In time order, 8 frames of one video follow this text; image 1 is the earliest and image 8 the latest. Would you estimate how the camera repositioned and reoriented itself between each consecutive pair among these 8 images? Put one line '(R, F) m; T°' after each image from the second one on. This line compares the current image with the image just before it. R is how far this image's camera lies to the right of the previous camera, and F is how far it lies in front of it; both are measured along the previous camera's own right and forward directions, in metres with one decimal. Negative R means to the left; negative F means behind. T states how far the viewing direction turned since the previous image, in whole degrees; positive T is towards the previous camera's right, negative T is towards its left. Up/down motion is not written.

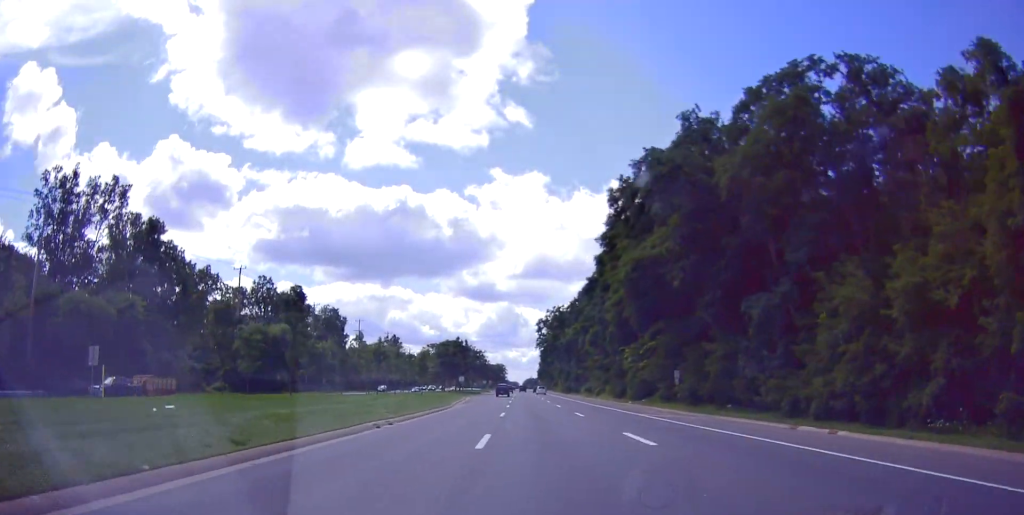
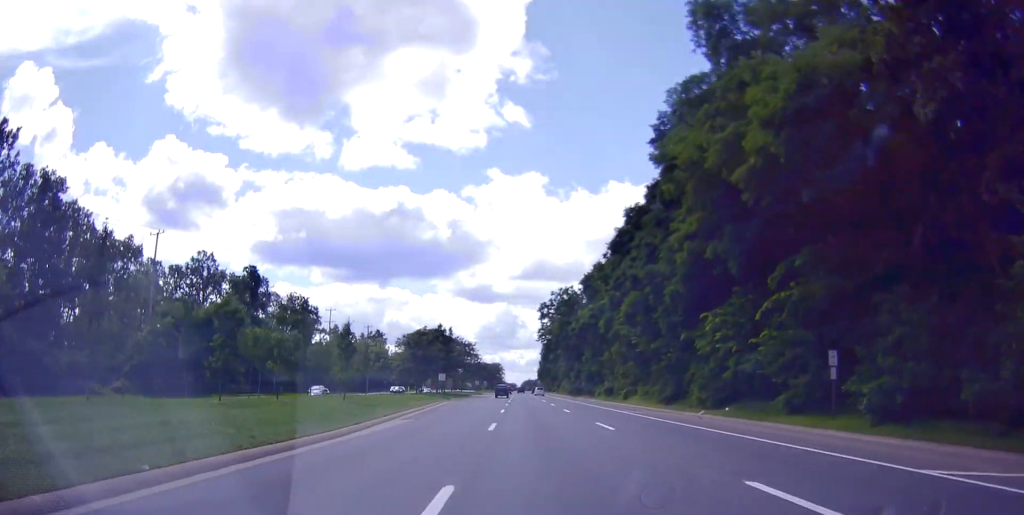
(+0.3, +24.8) m; +2°
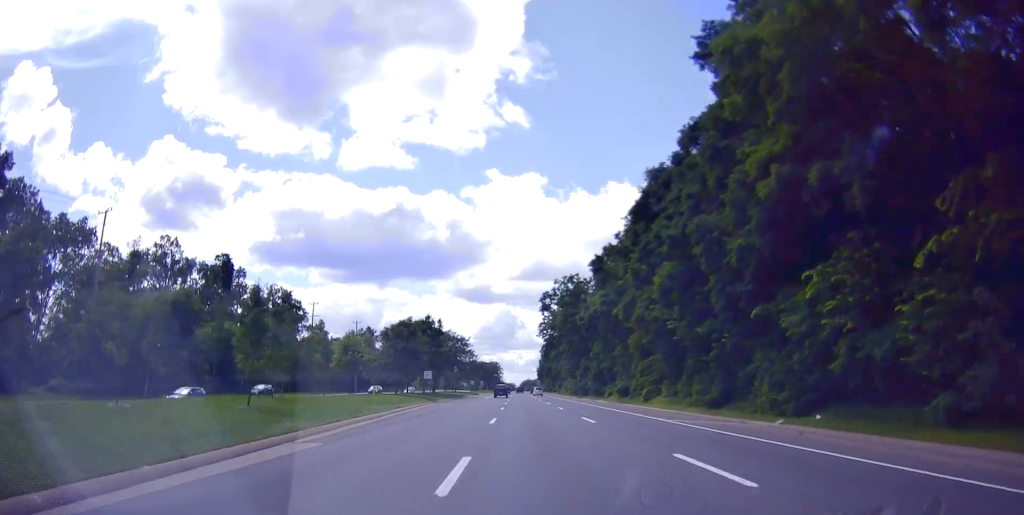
(+0.1, +11.6) m; 0°
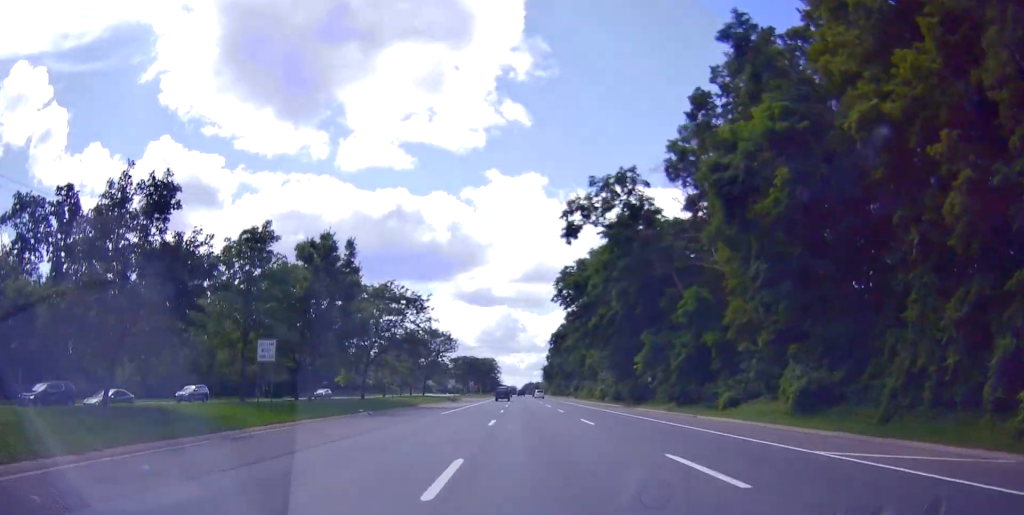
(-0.7, +46.3) m; -2°
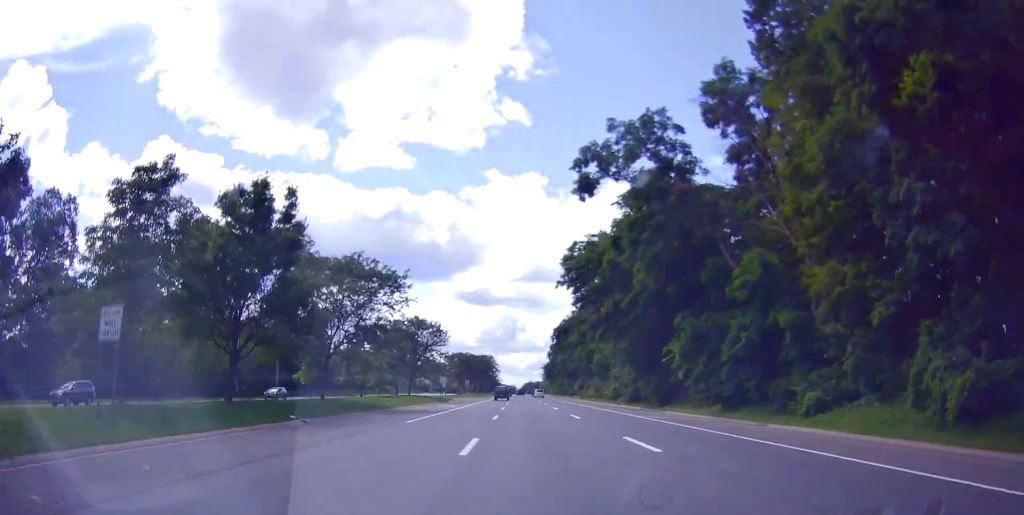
(+0.2, +11.0) m; 0°
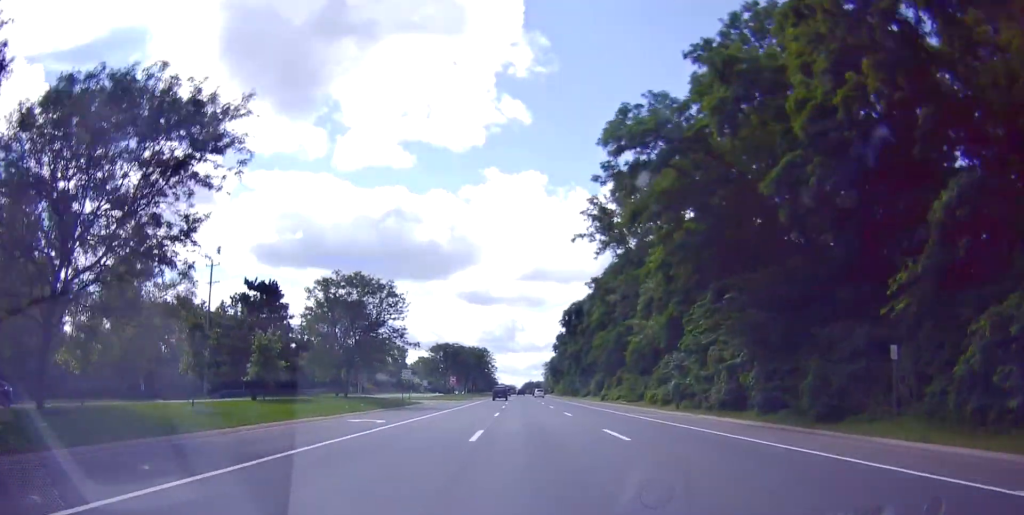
(0.0, +27.9) m; -1°
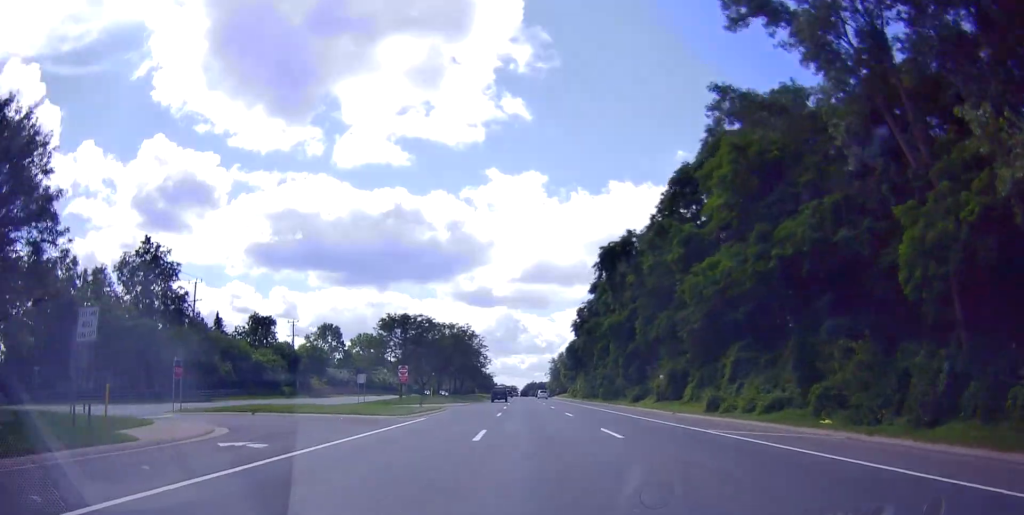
(-0.1, +45.5) m; +1°
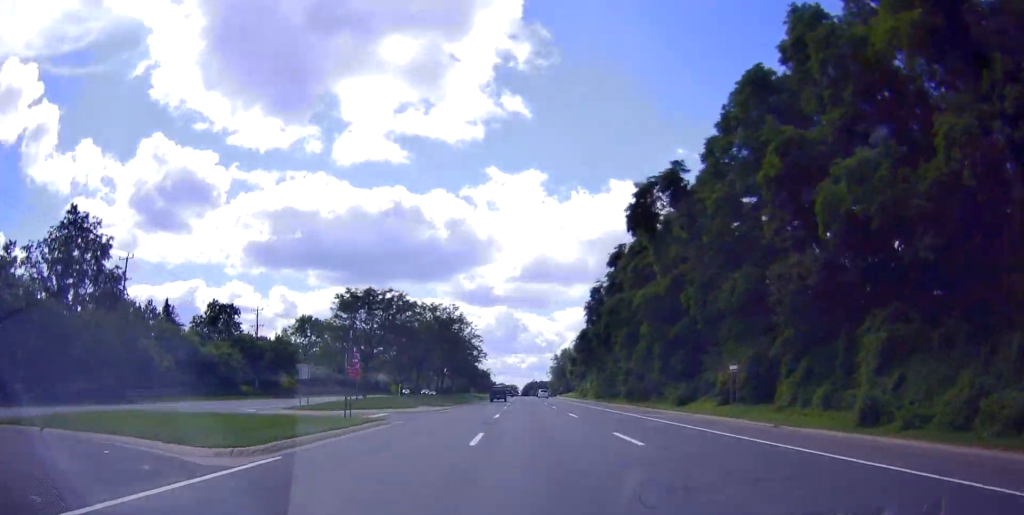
(+0.1, +17.7) m; +1°
